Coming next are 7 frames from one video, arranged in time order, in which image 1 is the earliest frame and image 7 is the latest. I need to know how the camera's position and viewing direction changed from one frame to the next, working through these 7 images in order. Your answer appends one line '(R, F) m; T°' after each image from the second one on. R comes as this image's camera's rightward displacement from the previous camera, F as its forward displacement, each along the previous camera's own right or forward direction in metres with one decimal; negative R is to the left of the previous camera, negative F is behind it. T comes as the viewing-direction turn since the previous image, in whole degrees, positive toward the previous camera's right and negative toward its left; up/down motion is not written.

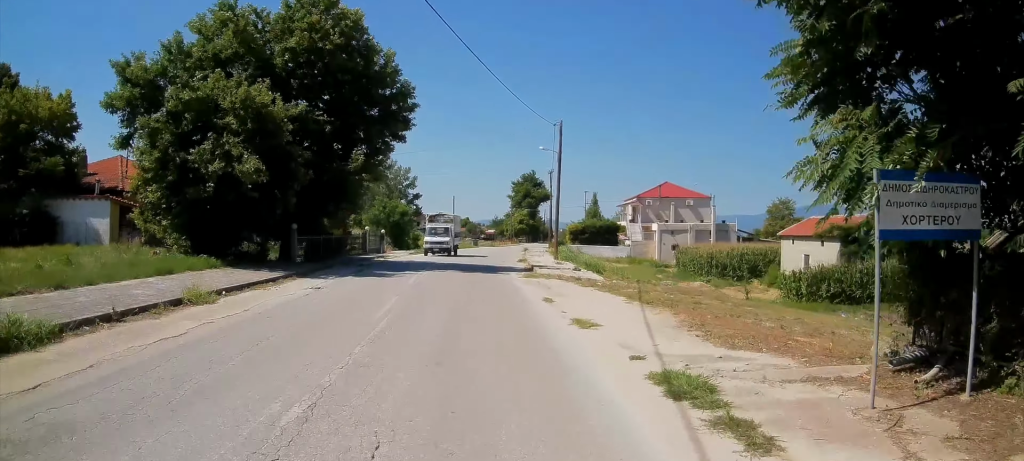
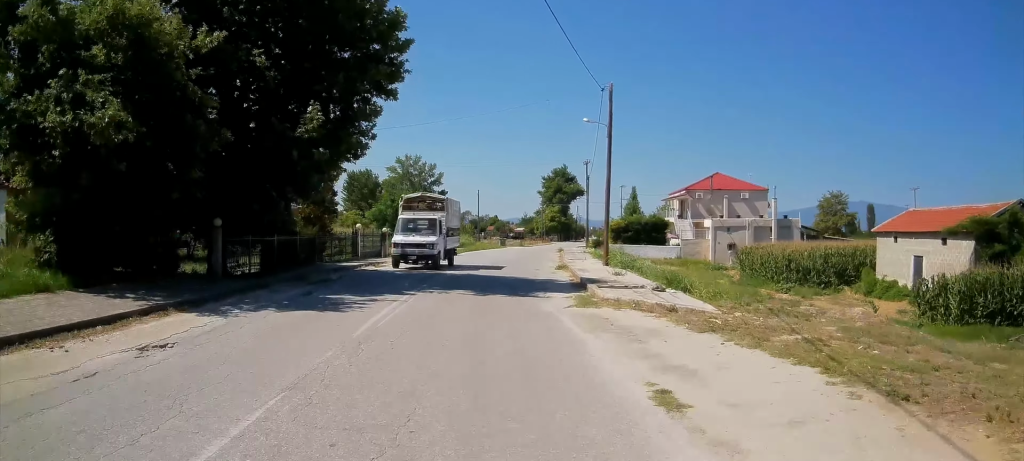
(-0.2, +9.2) m; -1°
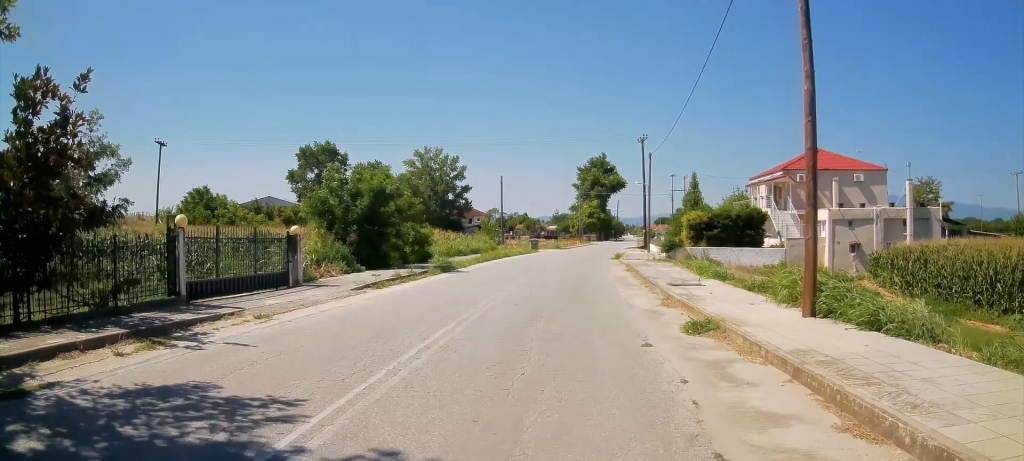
(-0.6, +18.5) m; -5°
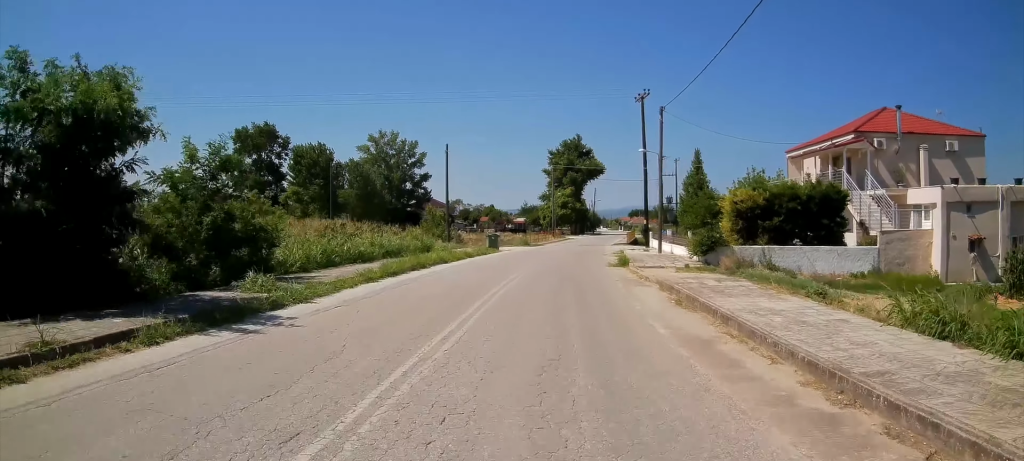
(-0.3, +16.3) m; 0°
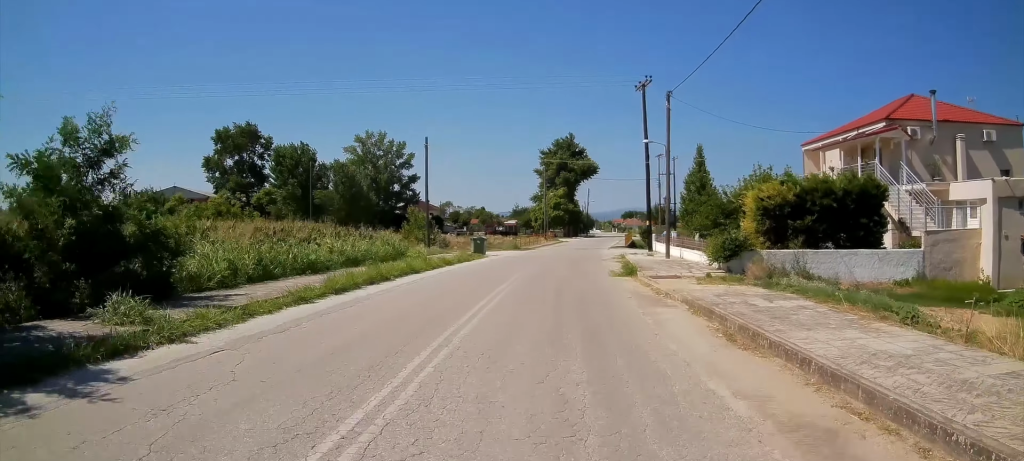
(0.0, +4.2) m; 0°
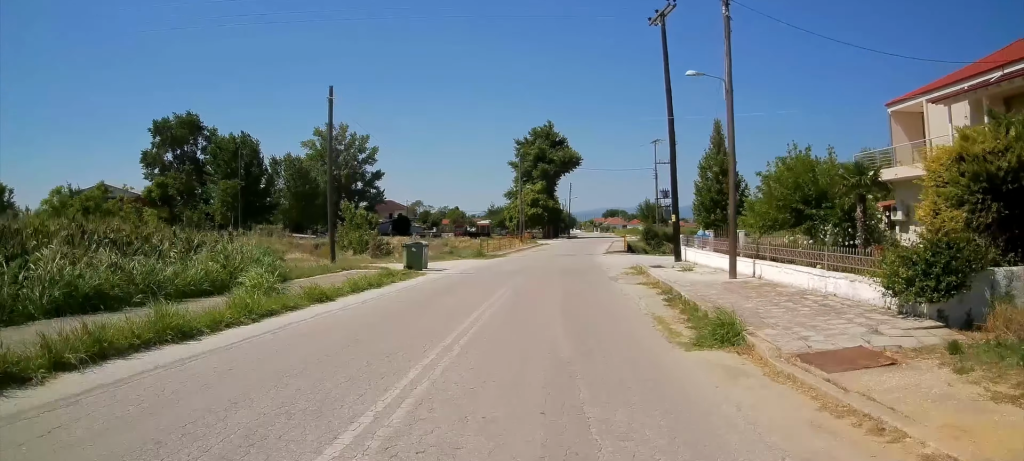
(0.0, +13.1) m; +1°
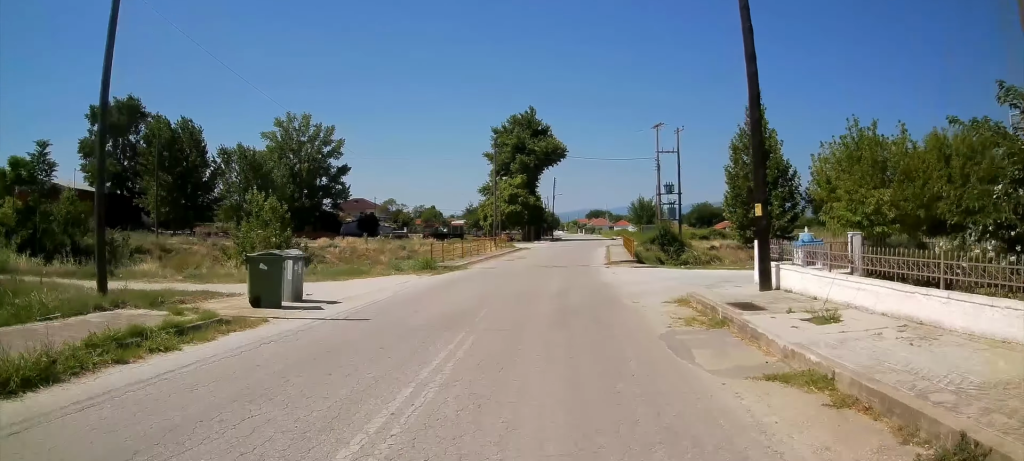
(+0.2, +11.9) m; +2°
